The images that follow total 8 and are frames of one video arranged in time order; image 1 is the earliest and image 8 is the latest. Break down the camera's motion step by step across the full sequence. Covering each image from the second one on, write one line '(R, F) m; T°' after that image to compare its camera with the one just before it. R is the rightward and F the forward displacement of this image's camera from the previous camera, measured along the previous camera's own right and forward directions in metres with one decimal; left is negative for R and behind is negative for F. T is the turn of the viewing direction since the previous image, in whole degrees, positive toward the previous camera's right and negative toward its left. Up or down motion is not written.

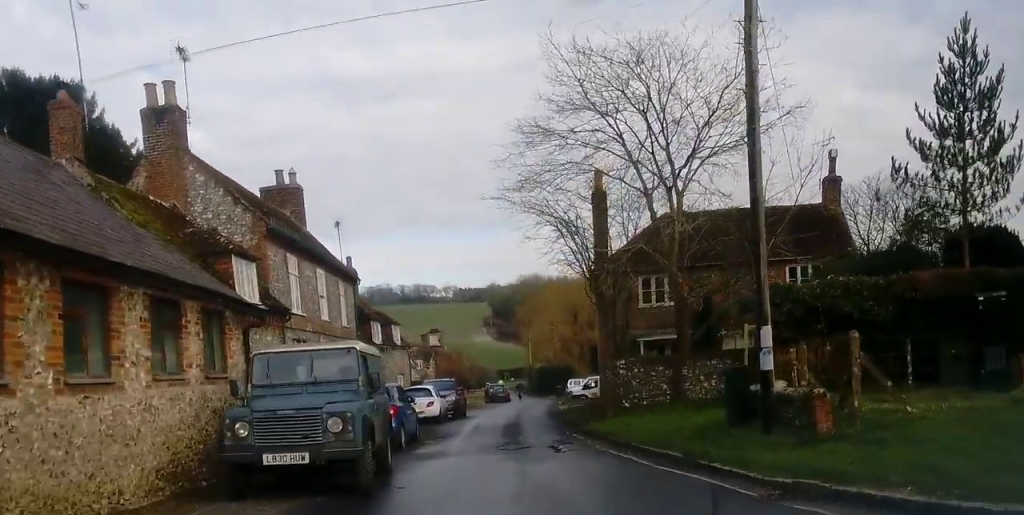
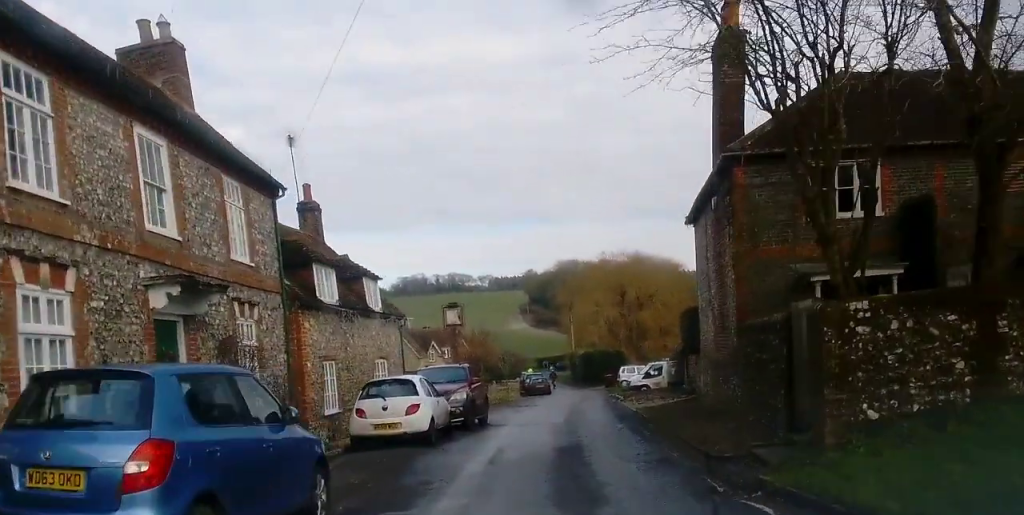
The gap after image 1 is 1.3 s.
(0.0, +12.9) m; -1°
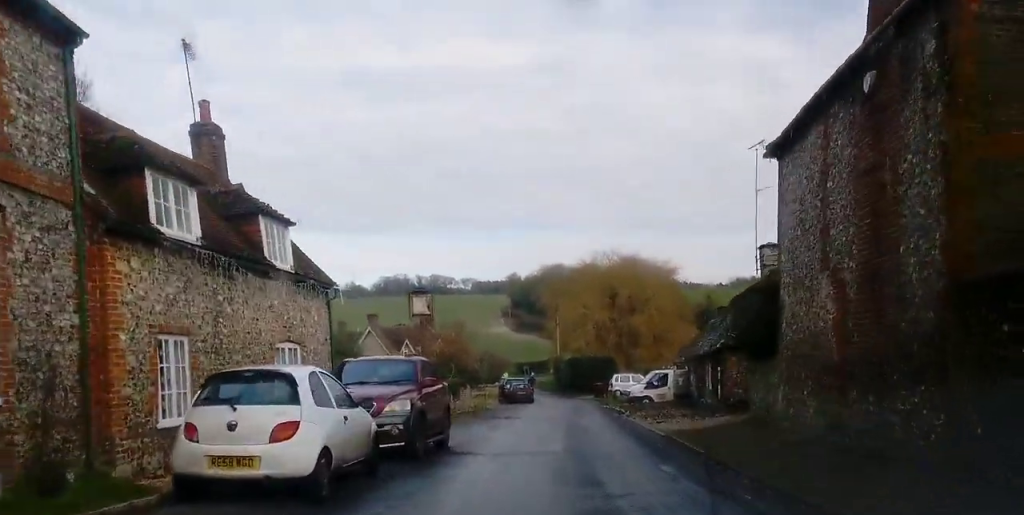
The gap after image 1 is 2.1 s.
(0.0, +7.4) m; -1°
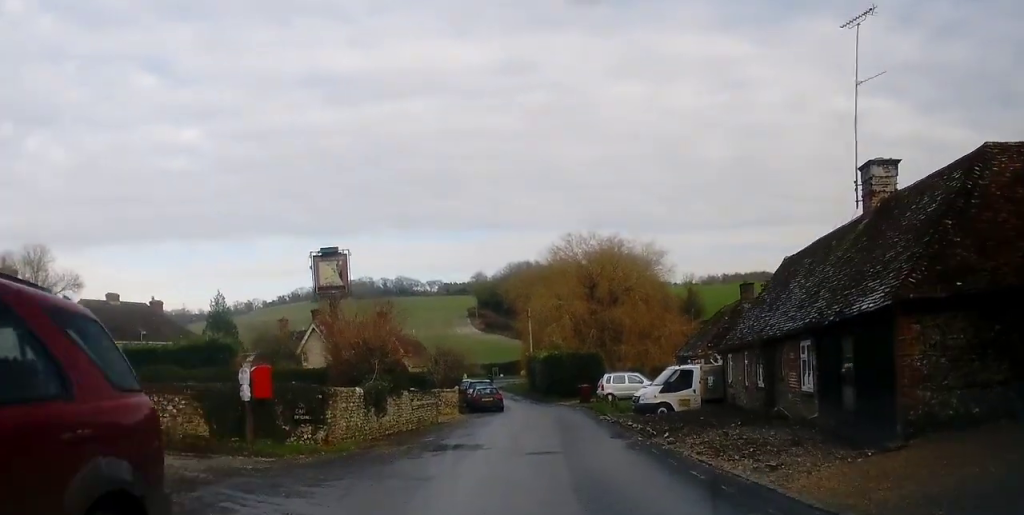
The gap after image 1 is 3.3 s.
(-0.1, +11.8) m; 0°
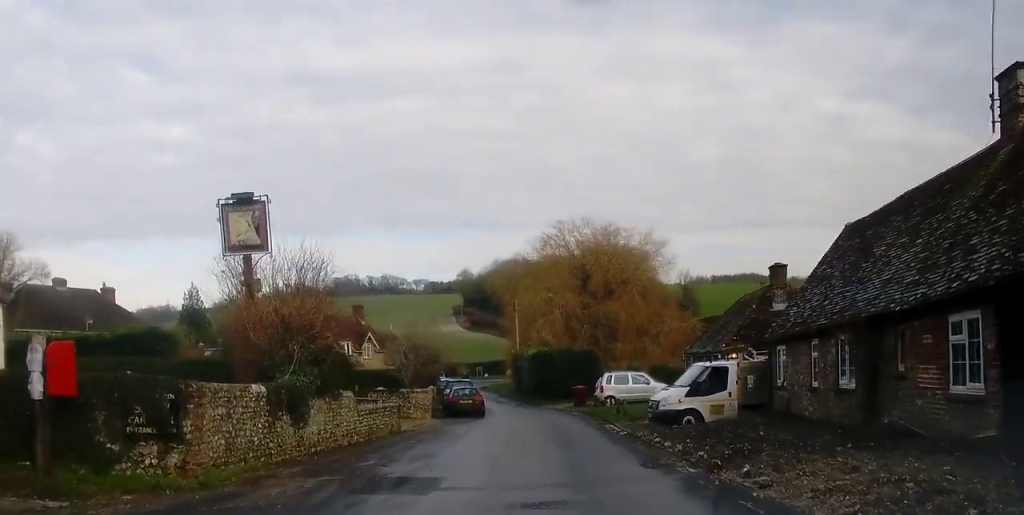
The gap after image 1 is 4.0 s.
(0.0, +6.6) m; +2°
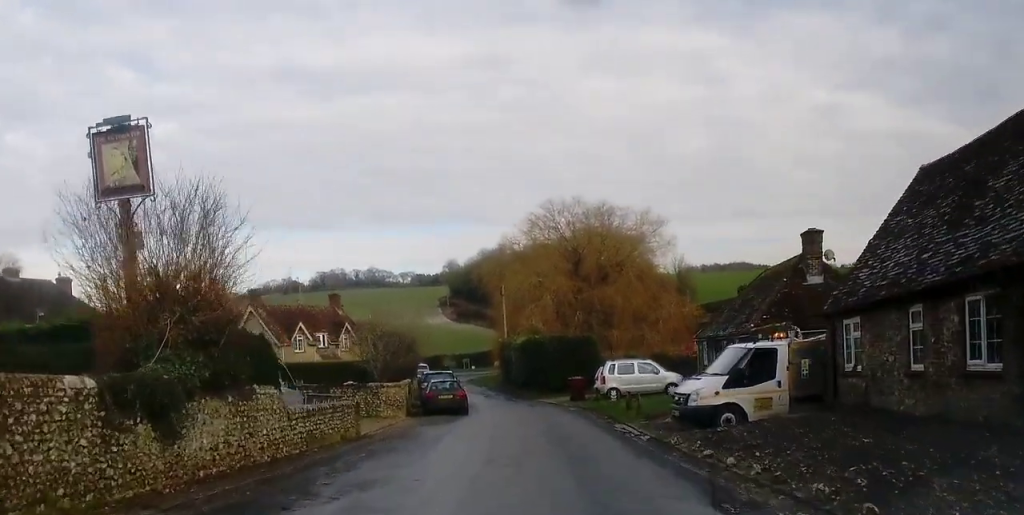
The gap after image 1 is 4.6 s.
(-0.1, +5.2) m; +2°
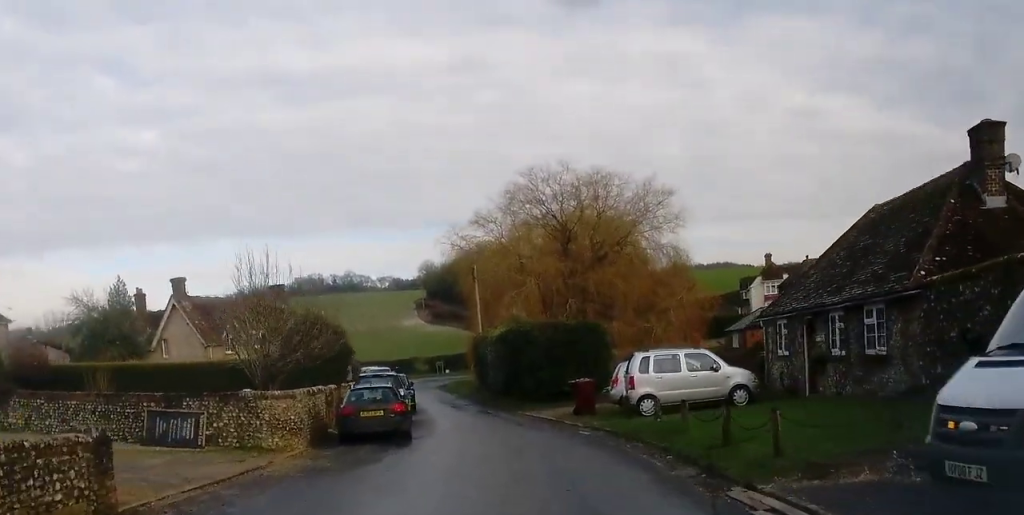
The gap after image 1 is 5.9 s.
(+0.6, +12.2) m; +1°
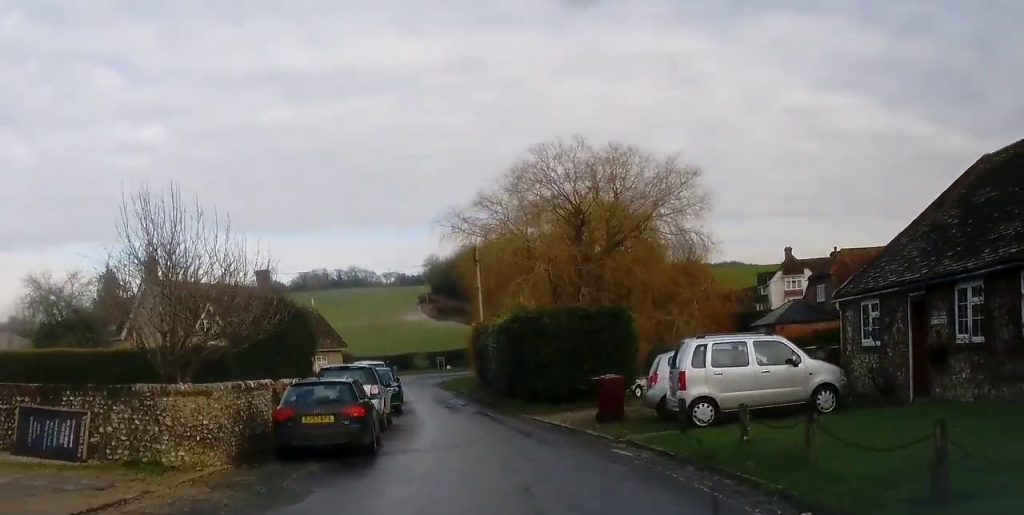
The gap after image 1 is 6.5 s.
(+0.1, +5.5) m; -2°
